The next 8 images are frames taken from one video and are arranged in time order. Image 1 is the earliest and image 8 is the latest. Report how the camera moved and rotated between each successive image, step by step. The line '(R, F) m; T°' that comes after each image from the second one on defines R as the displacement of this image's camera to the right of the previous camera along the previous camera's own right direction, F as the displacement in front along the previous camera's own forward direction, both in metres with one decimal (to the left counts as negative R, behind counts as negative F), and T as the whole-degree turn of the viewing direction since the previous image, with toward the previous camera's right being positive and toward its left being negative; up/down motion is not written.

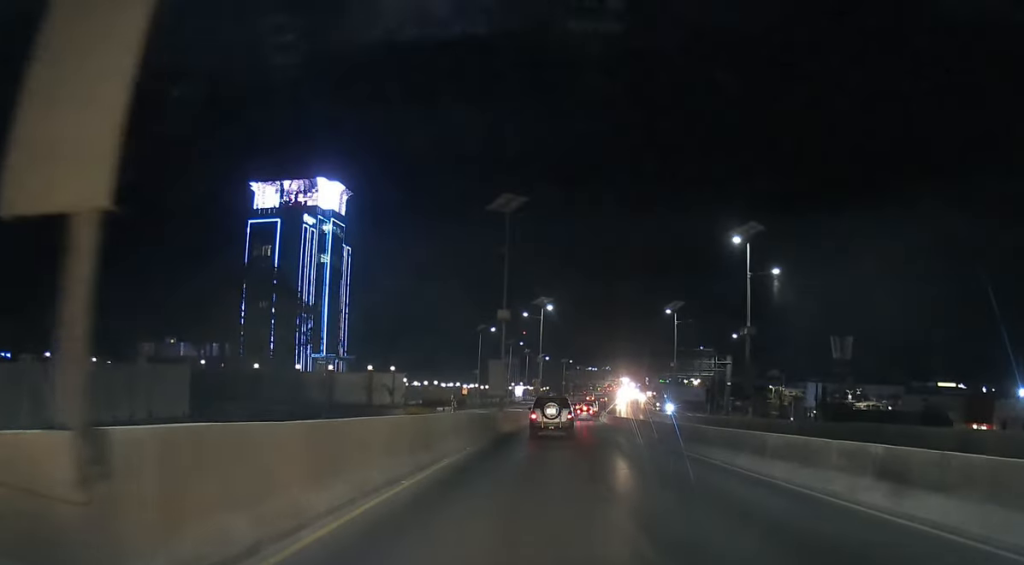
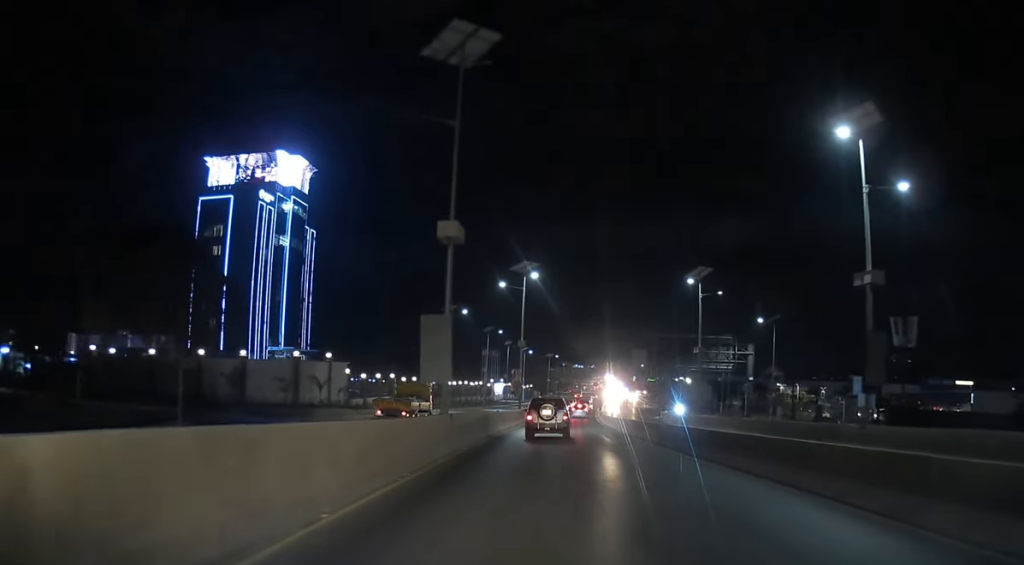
(+0.2, +18.8) m; +1°
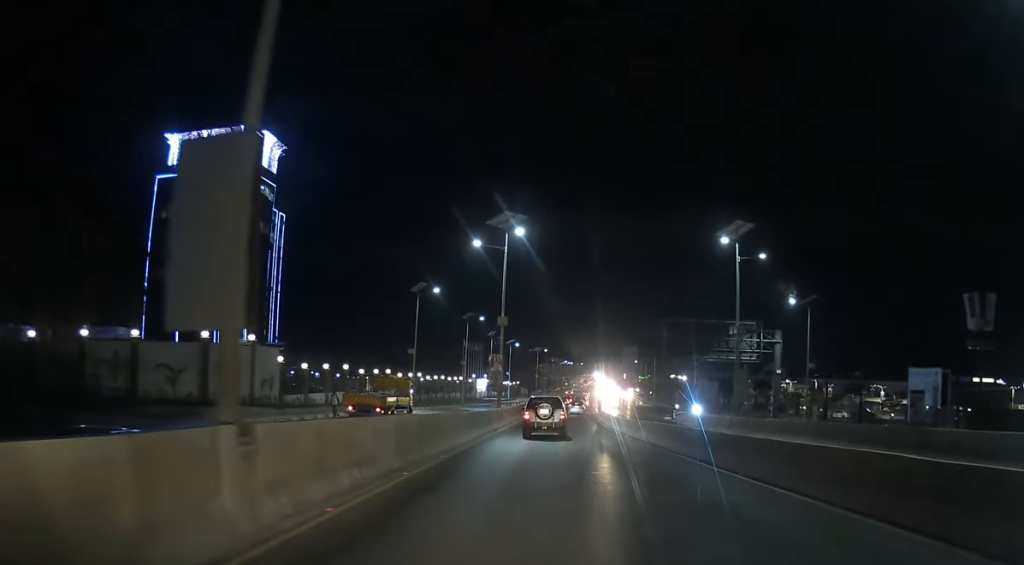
(+0.2, +14.7) m; +1°
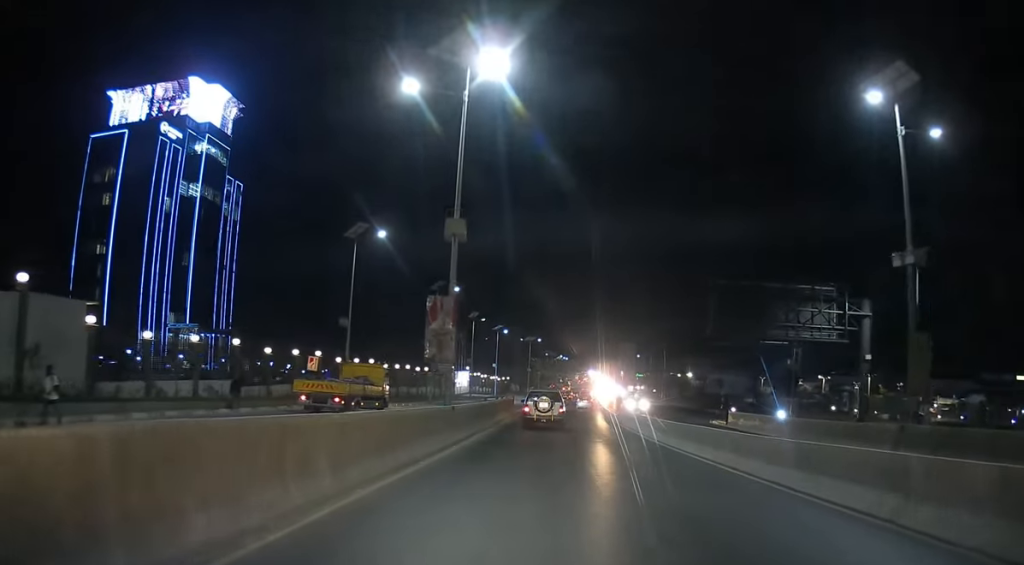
(+0.1, +22.8) m; 0°
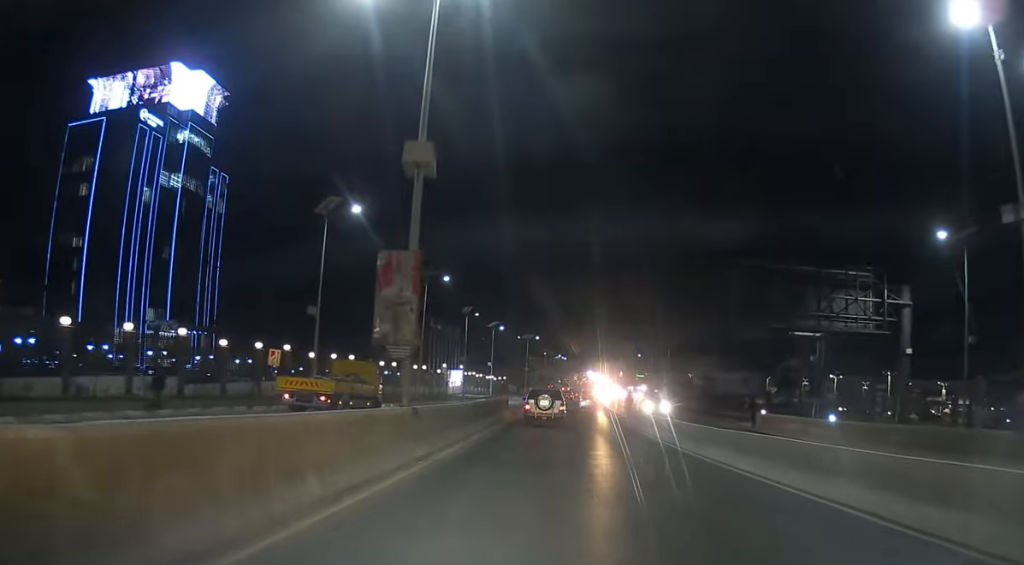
(0.0, +6.6) m; 0°
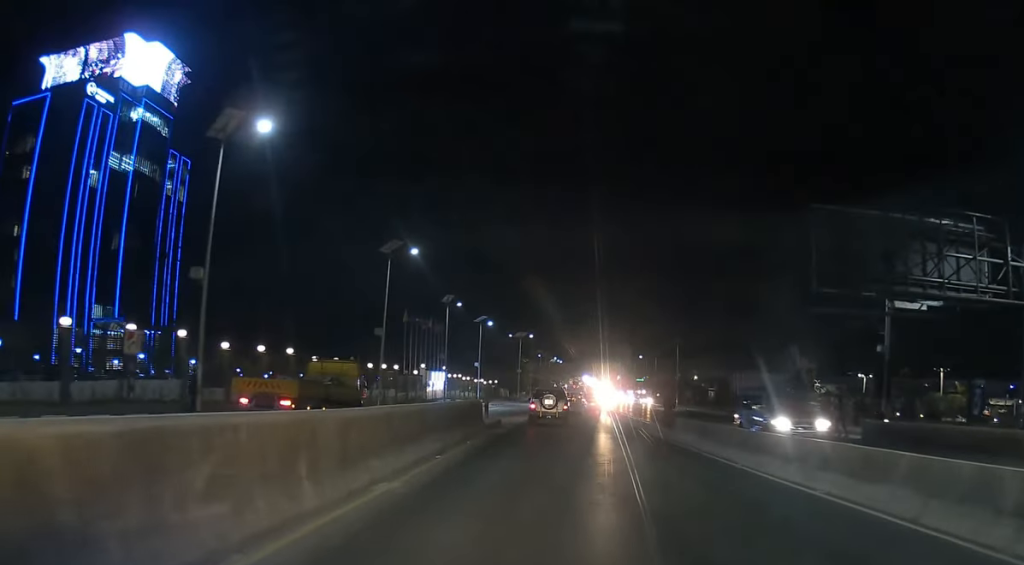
(0.0, +14.3) m; +1°
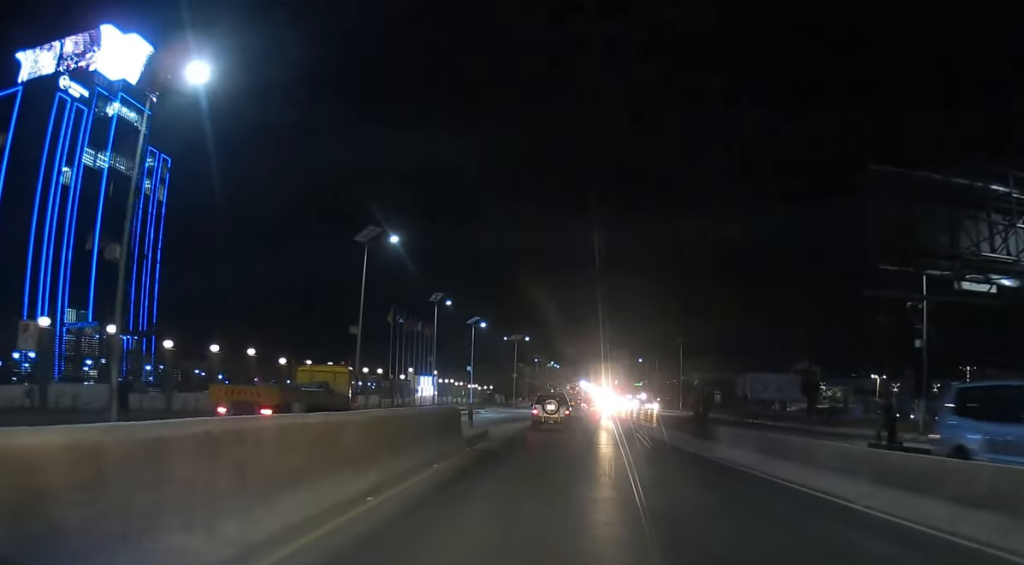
(+0.1, +6.0) m; 0°
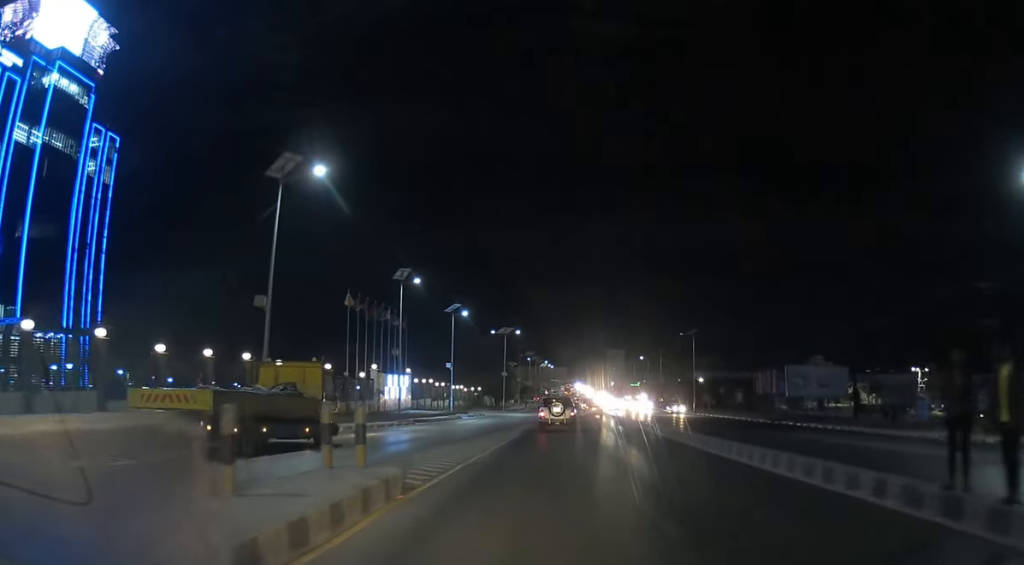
(+0.1, +14.7) m; +1°
